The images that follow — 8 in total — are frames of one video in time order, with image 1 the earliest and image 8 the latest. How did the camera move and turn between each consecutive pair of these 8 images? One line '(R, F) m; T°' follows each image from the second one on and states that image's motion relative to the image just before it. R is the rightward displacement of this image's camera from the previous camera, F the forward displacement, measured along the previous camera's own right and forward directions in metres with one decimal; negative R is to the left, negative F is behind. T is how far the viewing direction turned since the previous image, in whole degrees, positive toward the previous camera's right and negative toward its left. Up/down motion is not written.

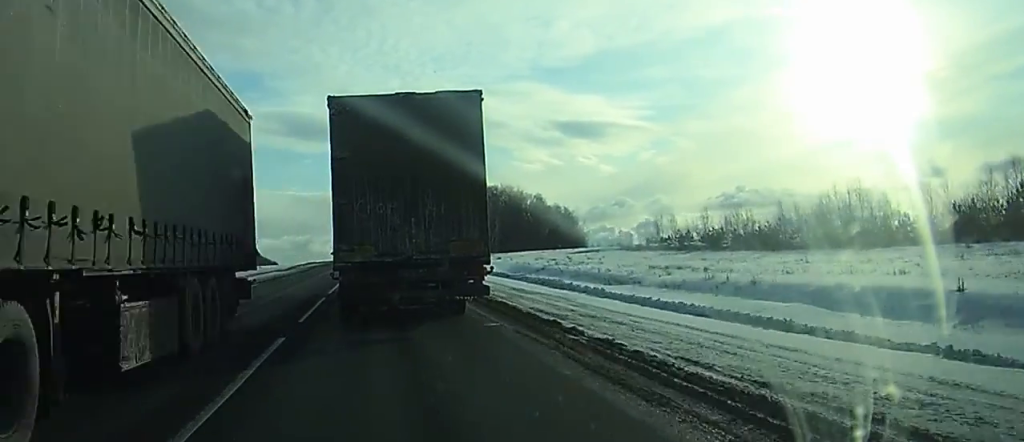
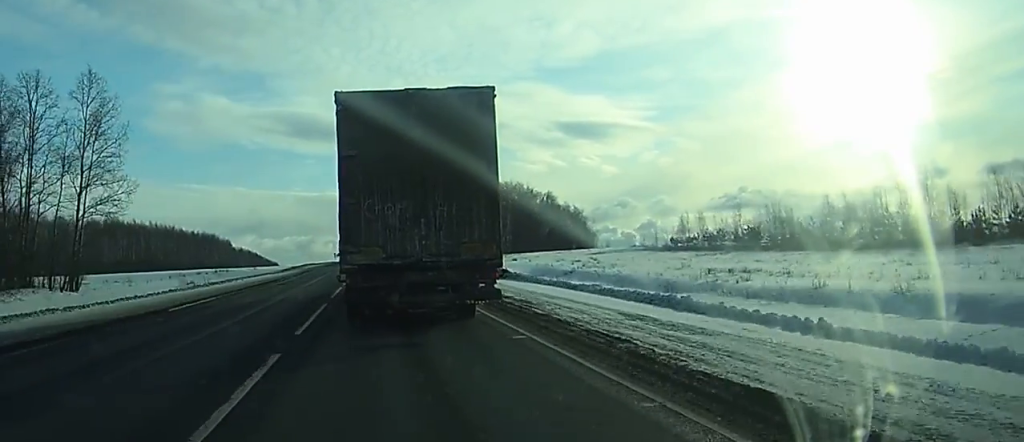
(0.0, +14.0) m; 0°
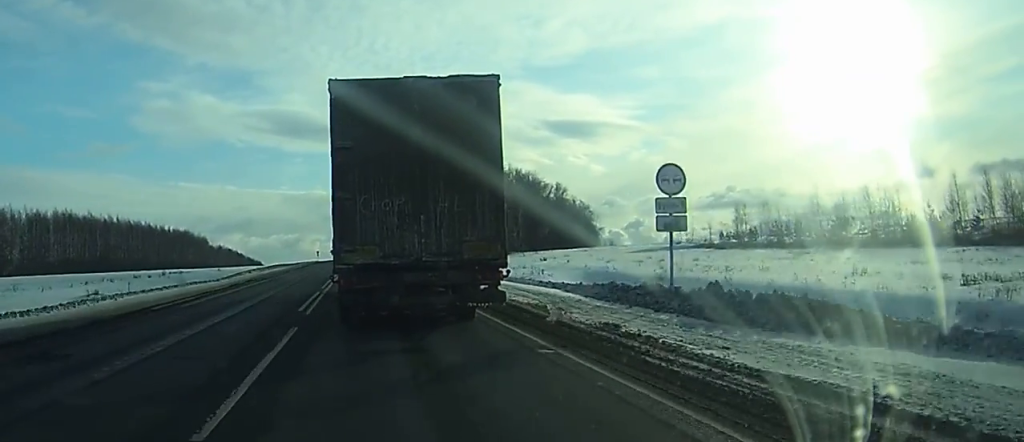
(-0.2, +31.8) m; 0°
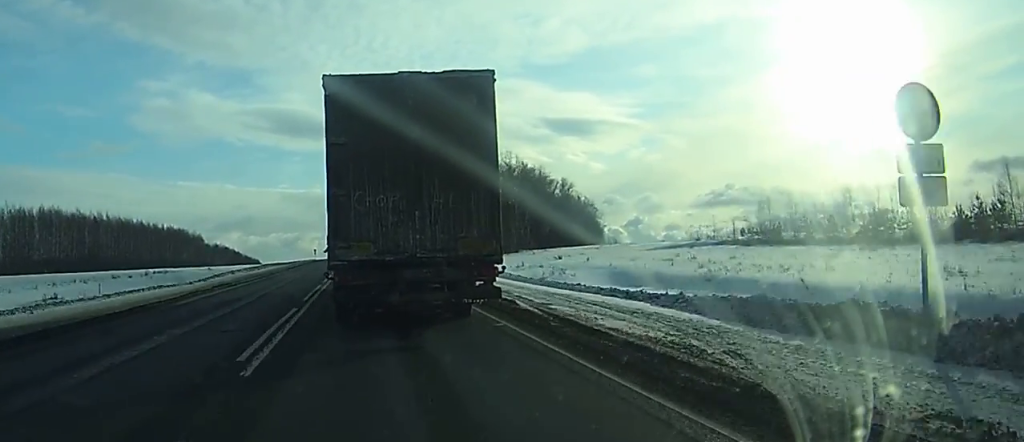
(0.0, +9.2) m; 0°
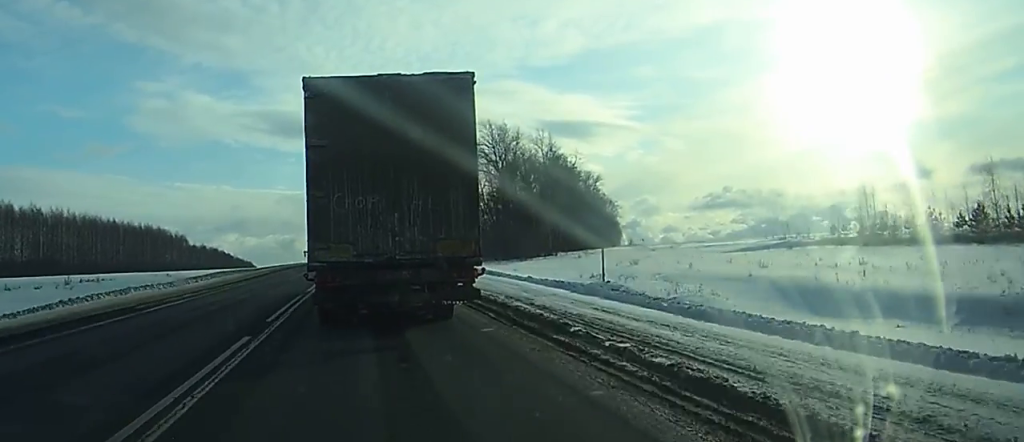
(+0.4, +29.8) m; +2°
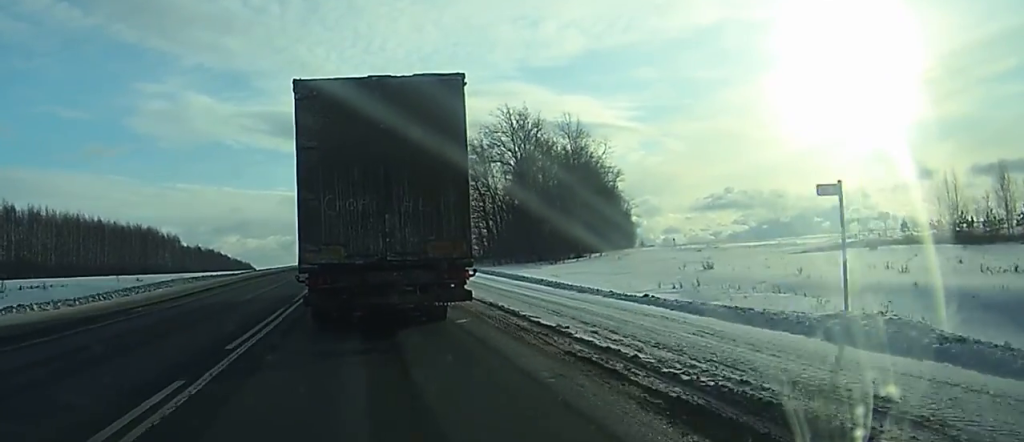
(+0.1, +16.0) m; 0°
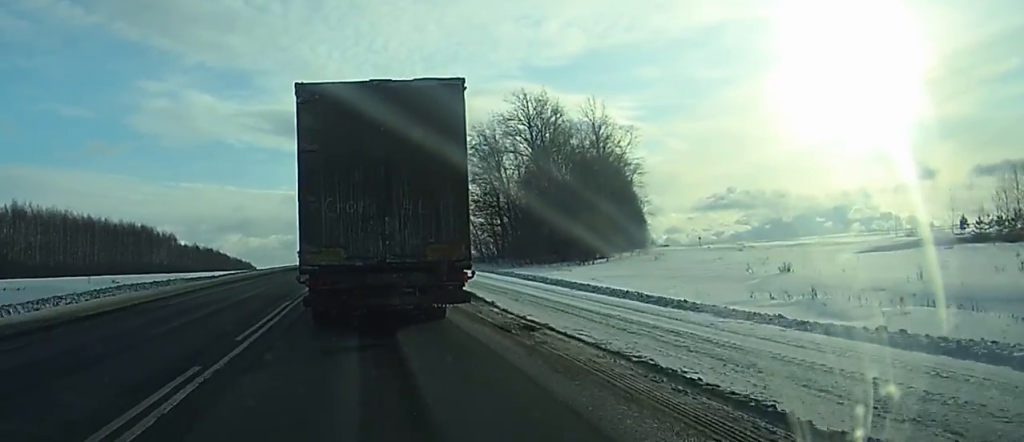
(+0.1, +11.0) m; 0°
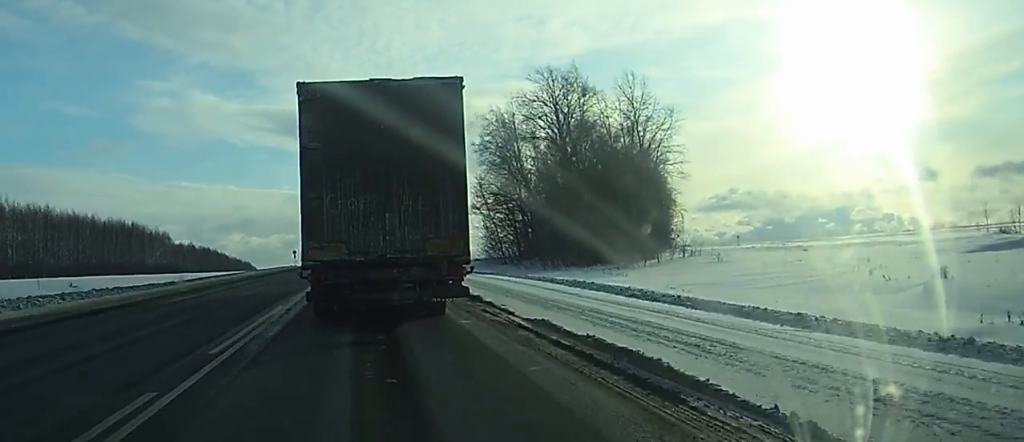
(-0.2, +14.1) m; -1°
